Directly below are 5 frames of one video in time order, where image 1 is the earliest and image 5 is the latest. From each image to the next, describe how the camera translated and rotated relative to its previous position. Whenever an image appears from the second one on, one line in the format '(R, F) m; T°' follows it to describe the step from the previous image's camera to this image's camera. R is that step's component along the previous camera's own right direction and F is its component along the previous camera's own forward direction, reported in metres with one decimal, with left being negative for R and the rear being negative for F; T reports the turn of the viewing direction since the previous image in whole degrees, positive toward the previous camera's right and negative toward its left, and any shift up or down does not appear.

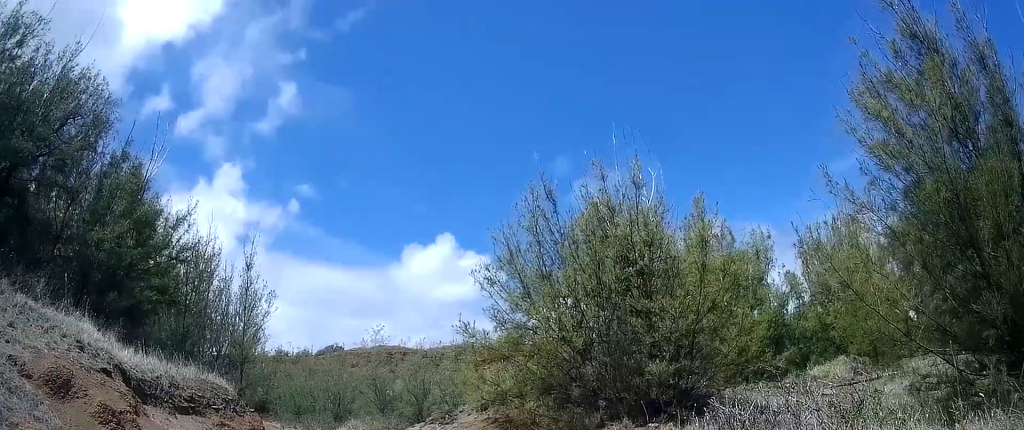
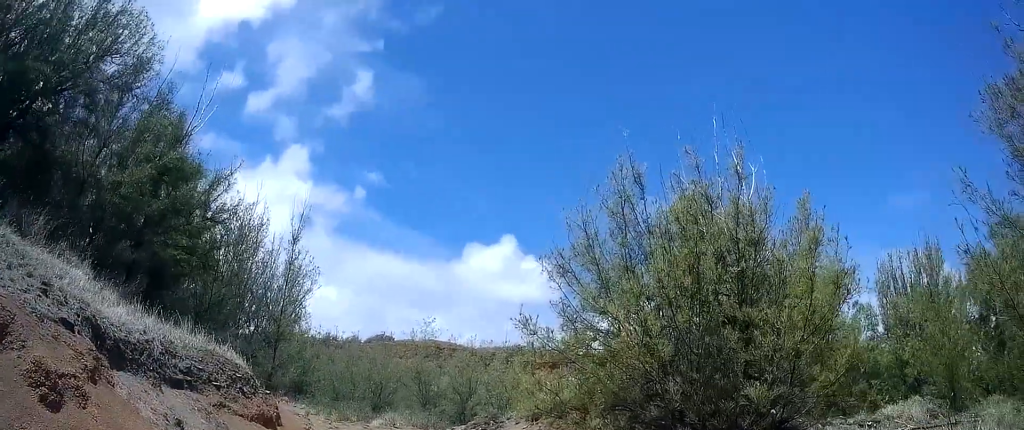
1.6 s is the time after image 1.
(+0.6, +1.6) m; 0°
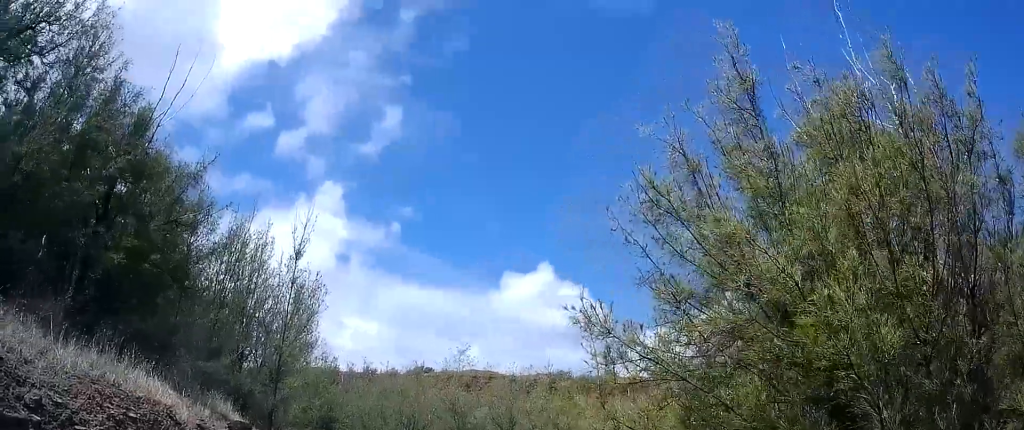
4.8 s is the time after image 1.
(+1.1, +3.2) m; 0°
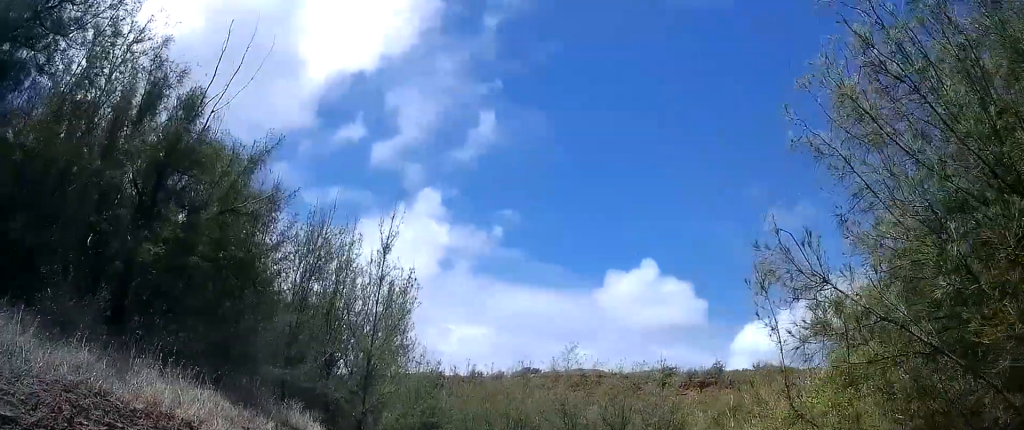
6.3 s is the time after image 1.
(+0.2, +1.9) m; 0°
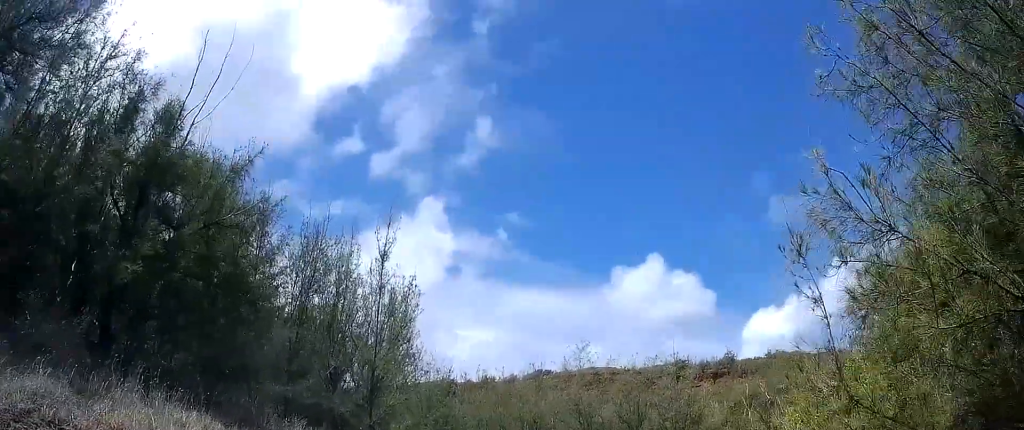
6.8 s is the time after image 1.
(-0.1, +0.7) m; 0°
